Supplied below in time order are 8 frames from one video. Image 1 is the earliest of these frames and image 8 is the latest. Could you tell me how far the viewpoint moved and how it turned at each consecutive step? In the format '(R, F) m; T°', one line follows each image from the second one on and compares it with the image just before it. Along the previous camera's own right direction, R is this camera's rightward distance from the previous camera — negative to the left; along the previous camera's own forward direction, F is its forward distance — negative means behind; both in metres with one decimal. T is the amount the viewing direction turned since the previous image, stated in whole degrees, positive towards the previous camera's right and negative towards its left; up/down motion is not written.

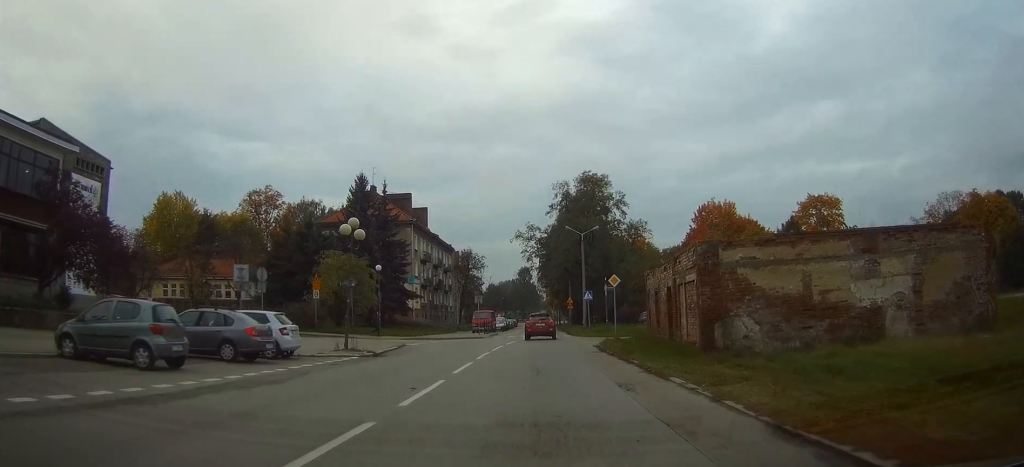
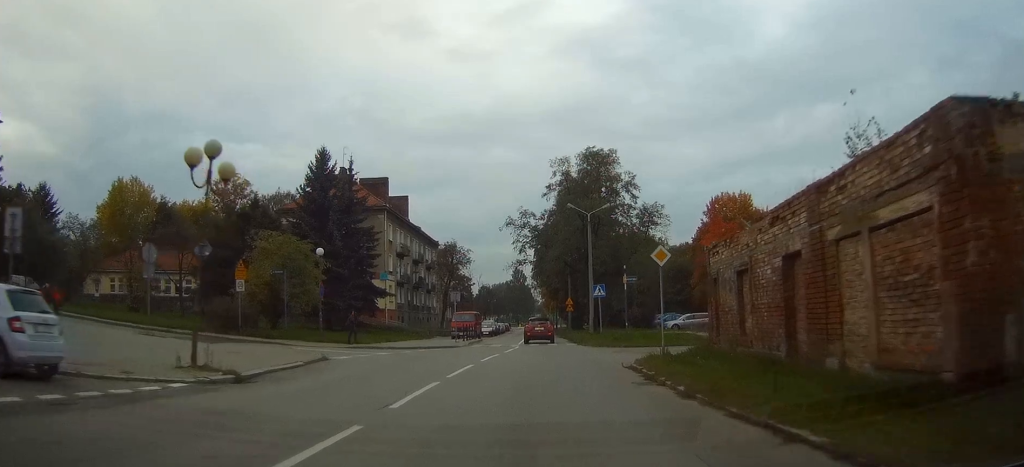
(-0.1, +12.7) m; -1°
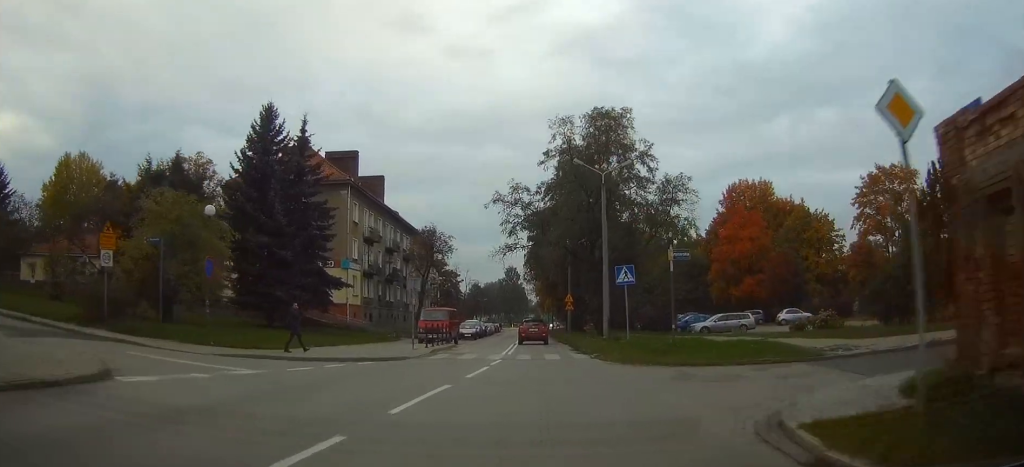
(-0.1, +12.6) m; 0°
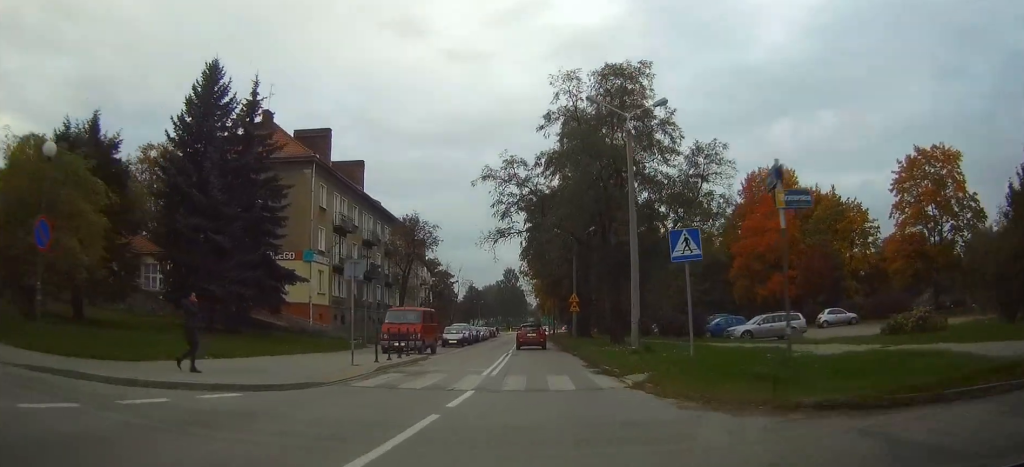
(+0.1, +9.5) m; +1°
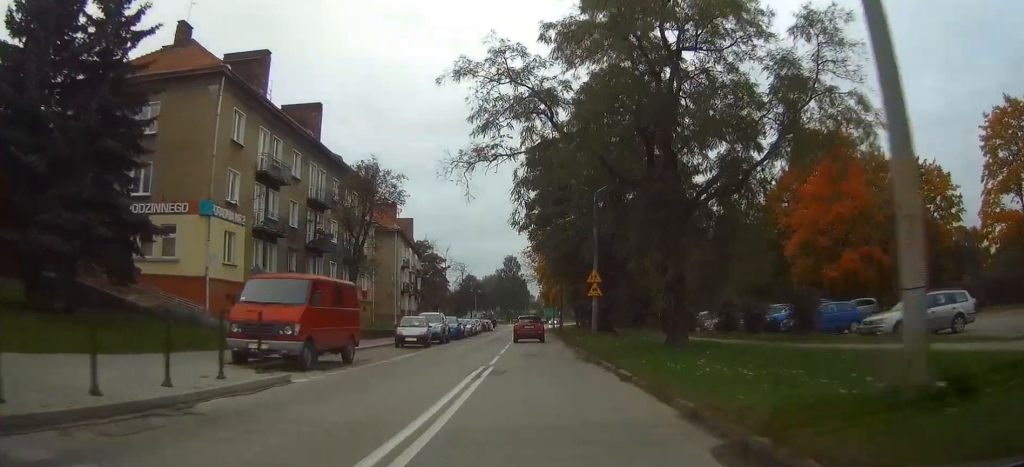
(+0.2, +15.9) m; +1°
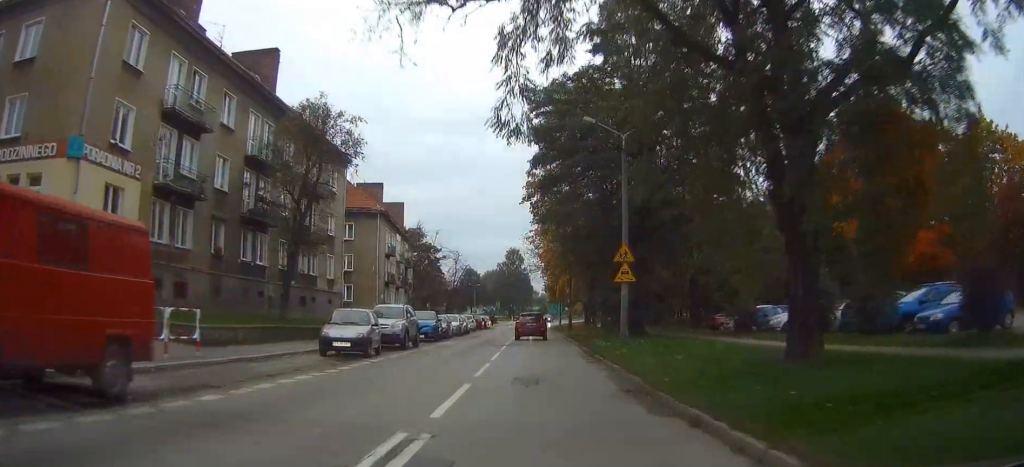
(0.0, +10.6) m; 0°
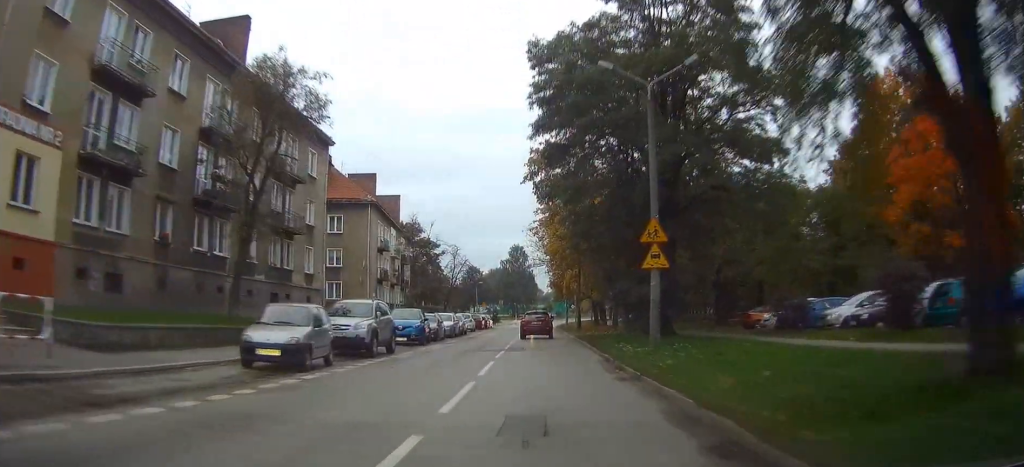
(0.0, +5.8) m; 0°
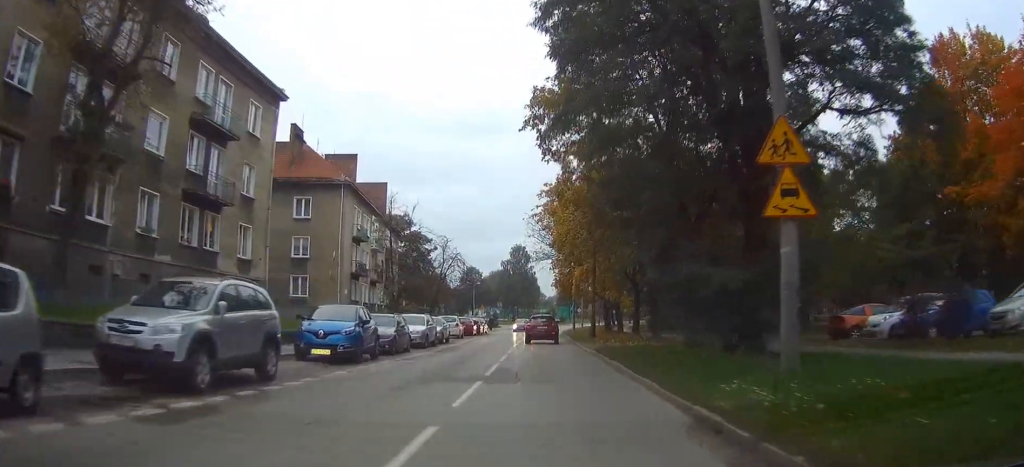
(-0.1, +10.7) m; 0°
